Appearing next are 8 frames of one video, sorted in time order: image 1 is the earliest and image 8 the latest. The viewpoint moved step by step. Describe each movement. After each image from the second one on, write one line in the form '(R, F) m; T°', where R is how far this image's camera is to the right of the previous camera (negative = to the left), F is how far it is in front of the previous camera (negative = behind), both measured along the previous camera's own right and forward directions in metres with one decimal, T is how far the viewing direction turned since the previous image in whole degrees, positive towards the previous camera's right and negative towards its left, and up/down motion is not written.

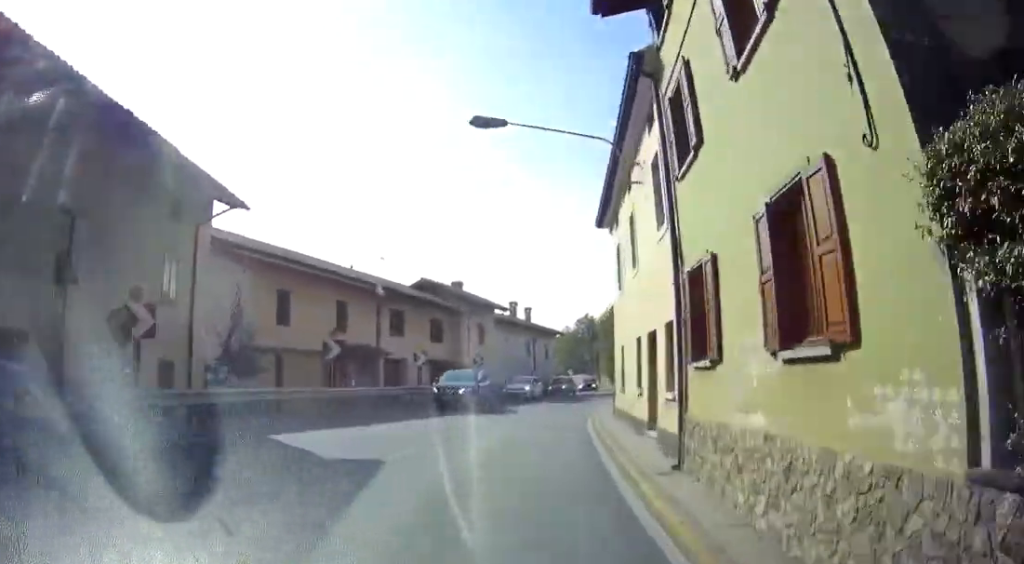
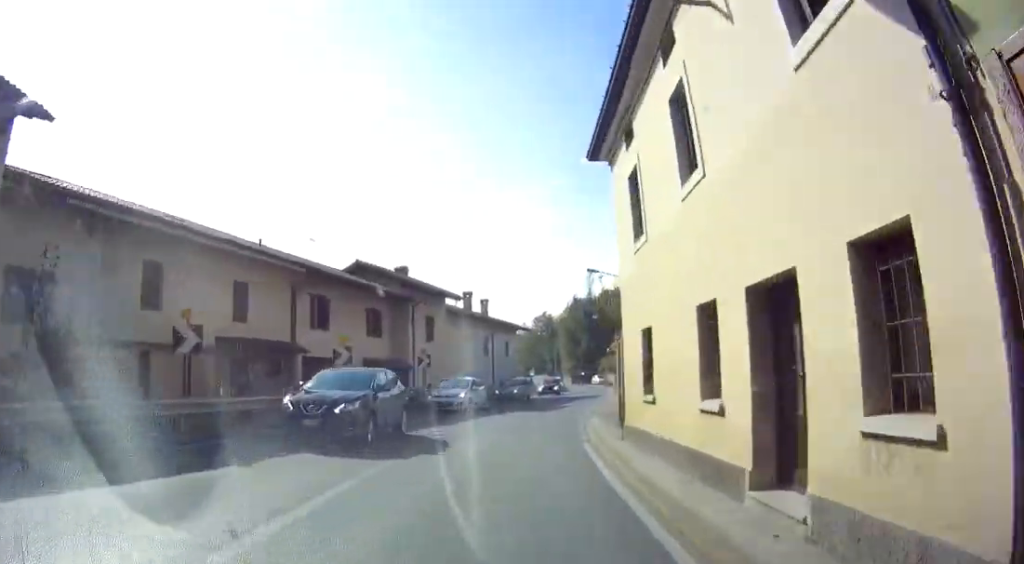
(+0.6, +7.1) m; +4°
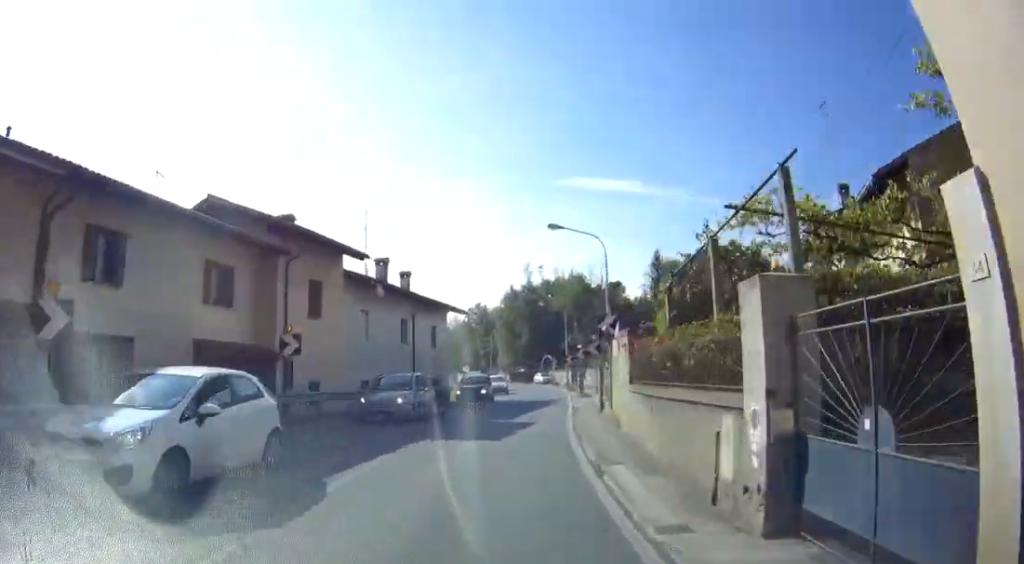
(+0.8, +11.9) m; +4°
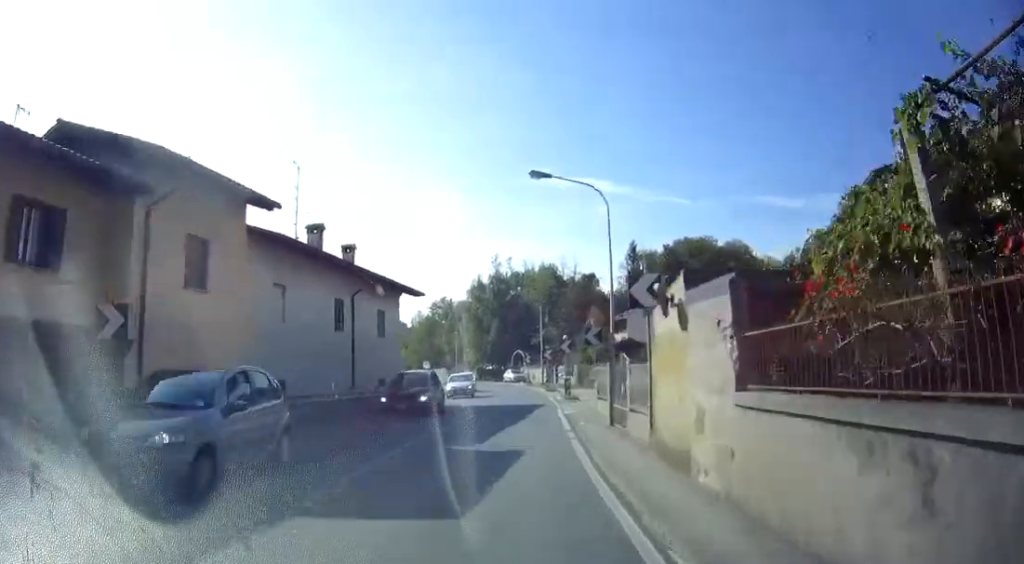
(-0.1, +8.1) m; +2°
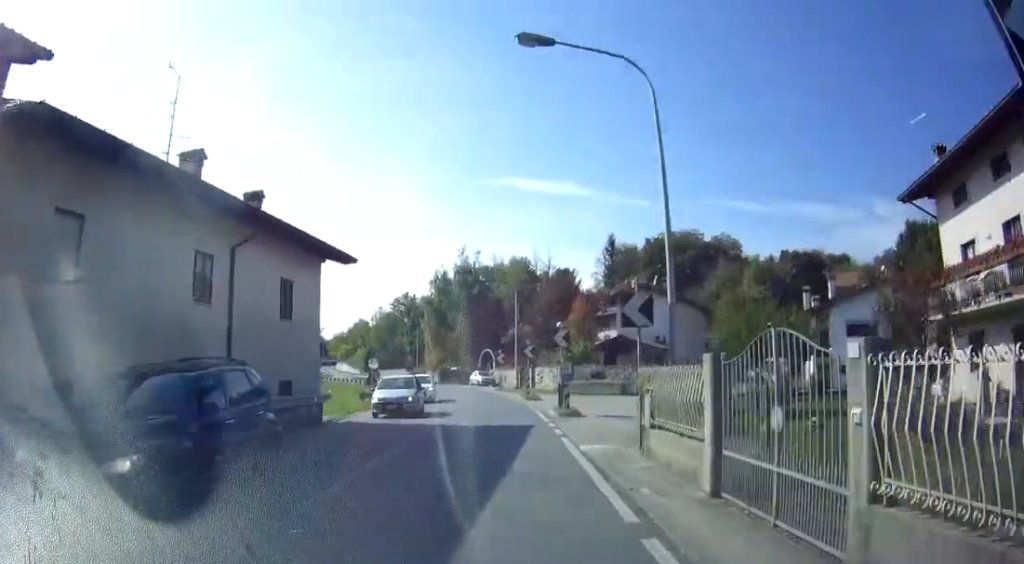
(+0.3, +9.7) m; +1°
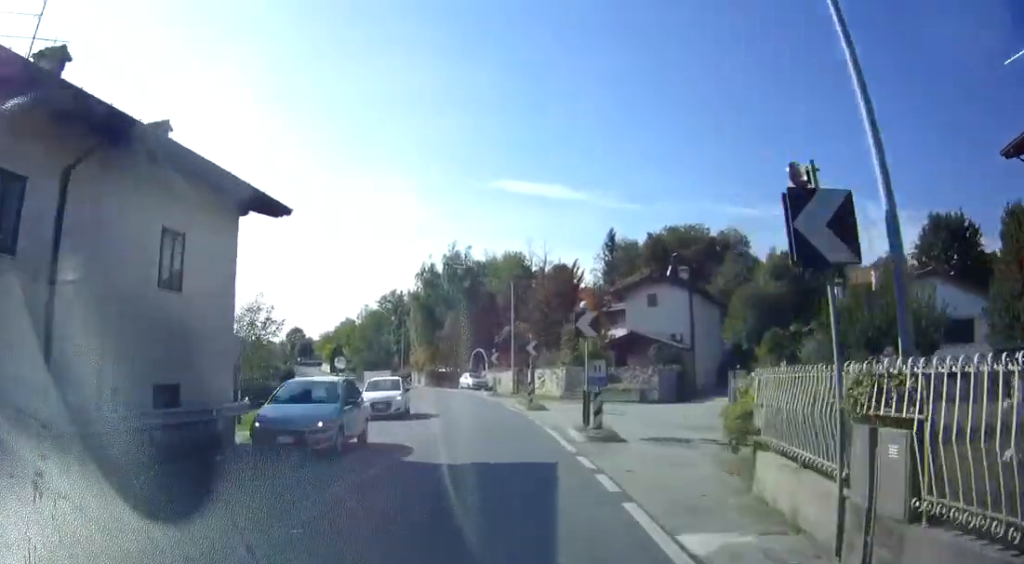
(+0.1, +6.8) m; +1°
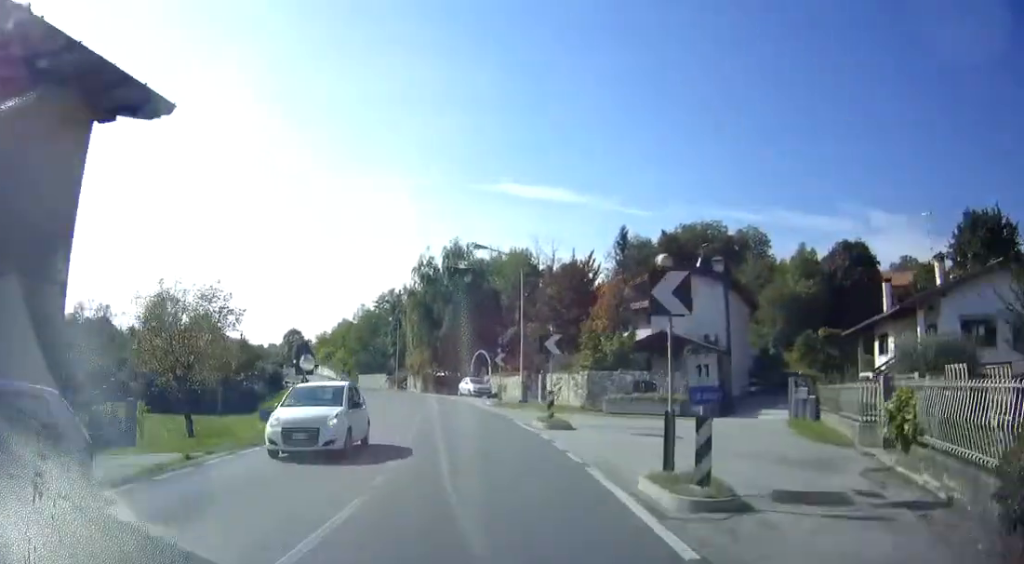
(0.0, +6.5) m; -1°
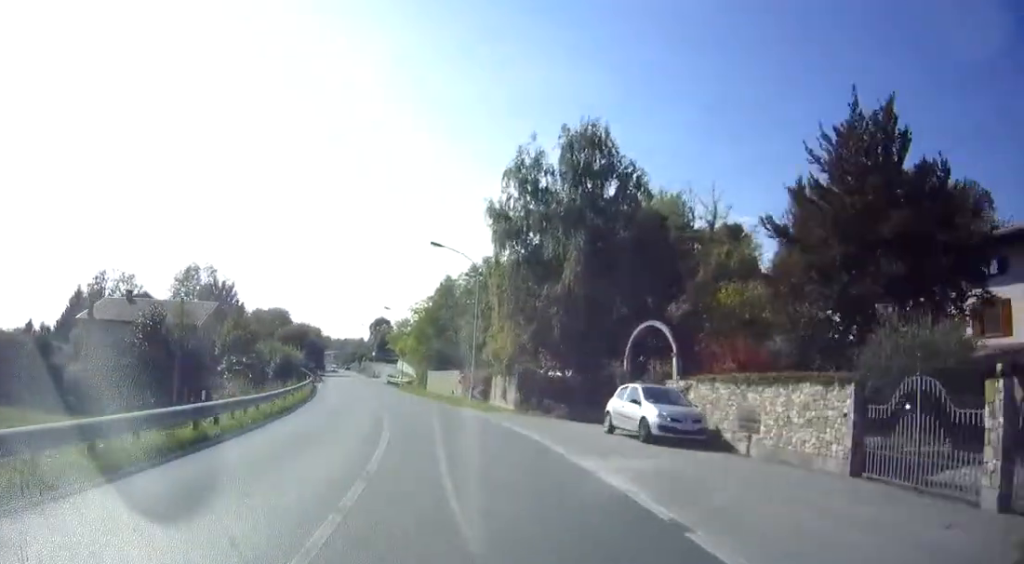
(-2.6, +30.3) m; -12°
